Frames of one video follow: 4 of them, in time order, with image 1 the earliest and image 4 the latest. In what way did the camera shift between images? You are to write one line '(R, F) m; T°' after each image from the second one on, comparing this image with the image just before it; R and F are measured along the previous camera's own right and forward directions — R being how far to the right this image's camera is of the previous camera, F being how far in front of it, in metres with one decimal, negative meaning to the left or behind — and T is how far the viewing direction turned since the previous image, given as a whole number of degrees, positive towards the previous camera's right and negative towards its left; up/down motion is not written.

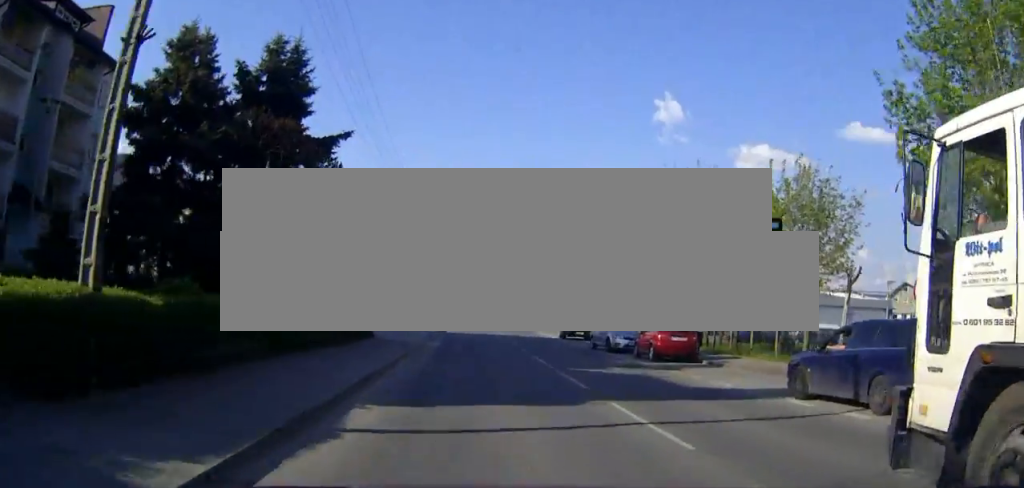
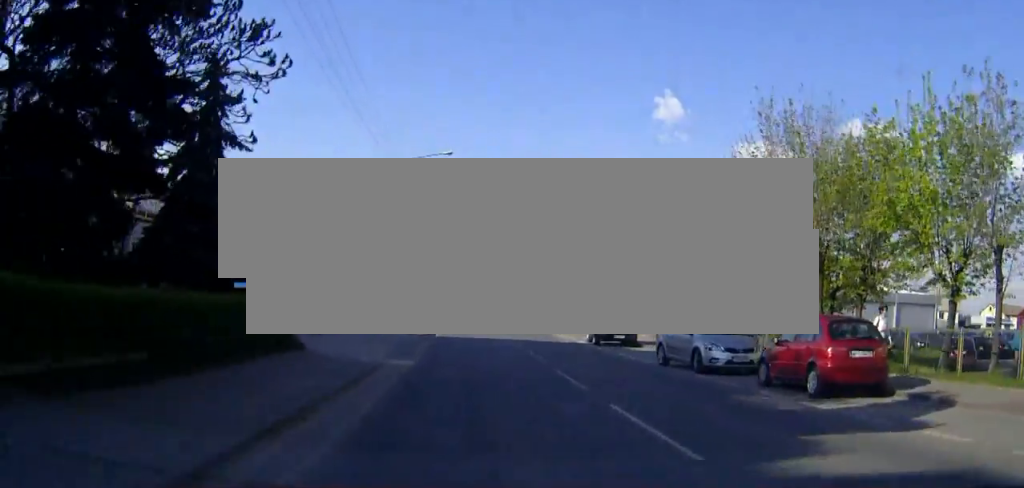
(+0.1, +12.9) m; +1°
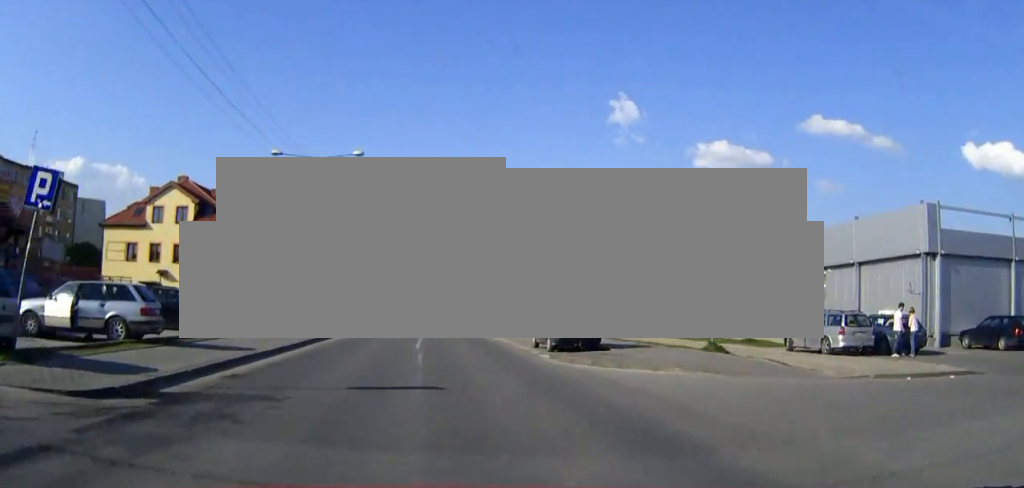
(+1.6, +46.7) m; +3°
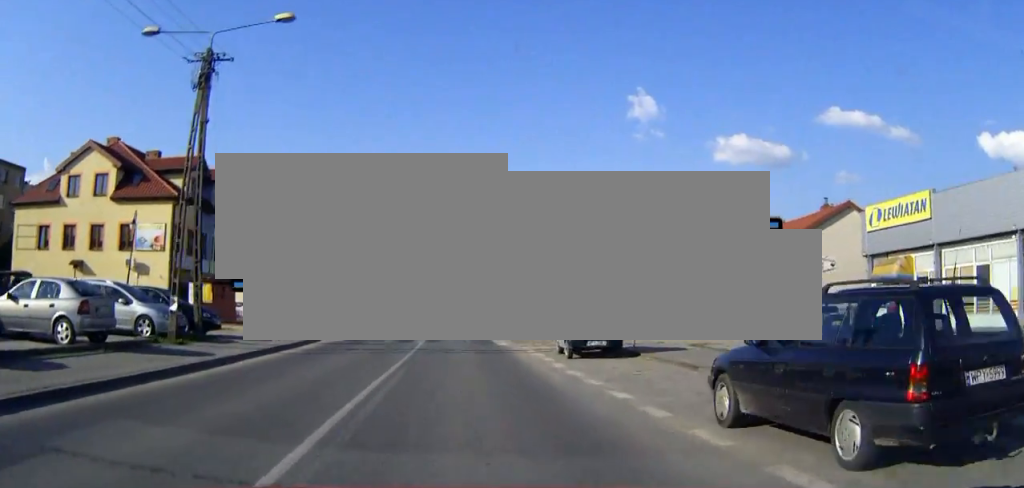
(0.0, +19.5) m; -1°
